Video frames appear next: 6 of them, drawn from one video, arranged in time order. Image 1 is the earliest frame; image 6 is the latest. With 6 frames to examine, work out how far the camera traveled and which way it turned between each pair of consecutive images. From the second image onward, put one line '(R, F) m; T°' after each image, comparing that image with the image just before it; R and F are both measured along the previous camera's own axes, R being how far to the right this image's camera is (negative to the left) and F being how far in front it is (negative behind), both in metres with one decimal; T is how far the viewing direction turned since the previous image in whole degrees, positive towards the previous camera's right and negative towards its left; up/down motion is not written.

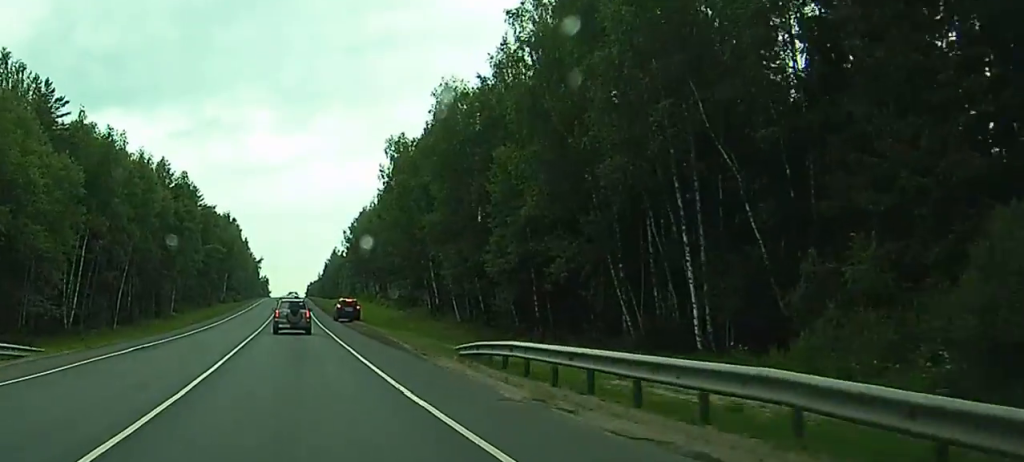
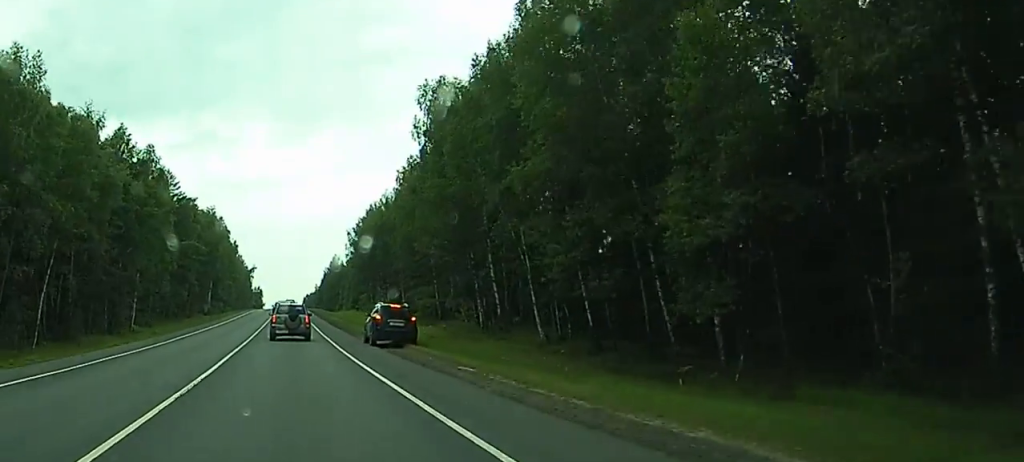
(-0.1, +30.8) m; -1°
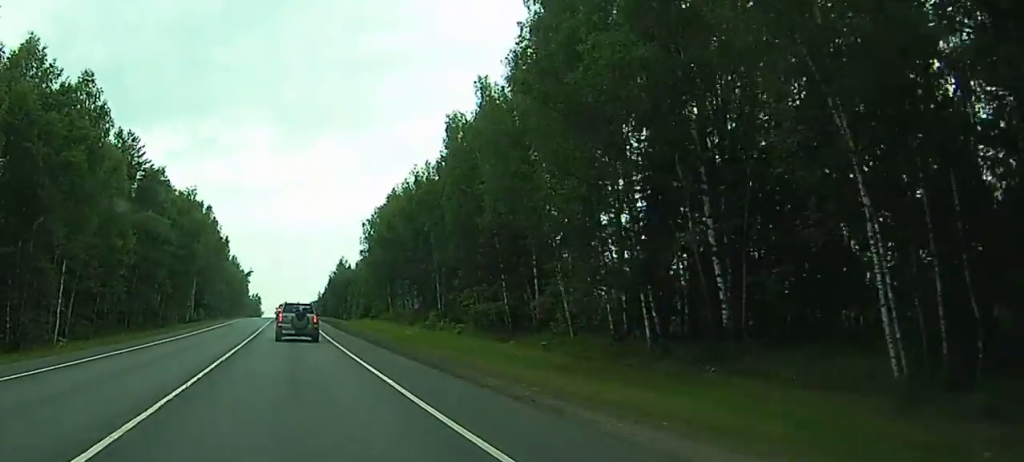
(-0.3, +36.1) m; 0°
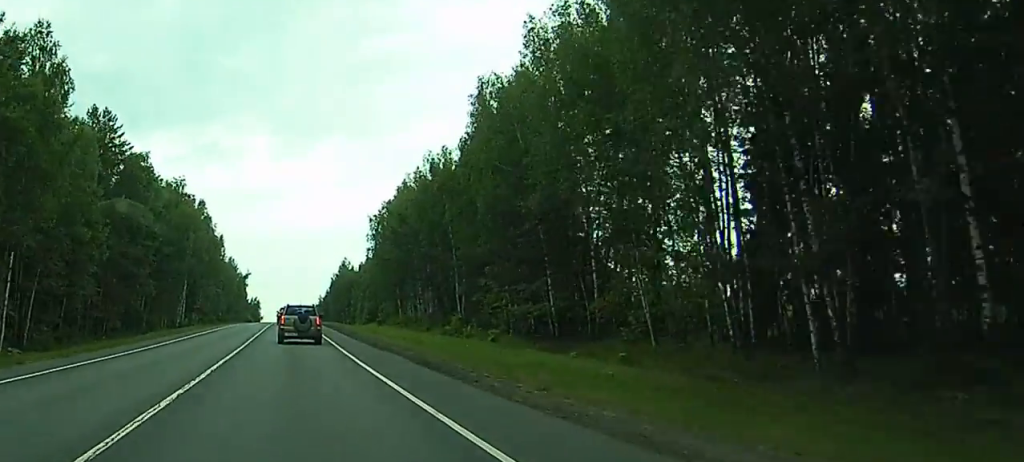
(+0.1, +13.9) m; 0°
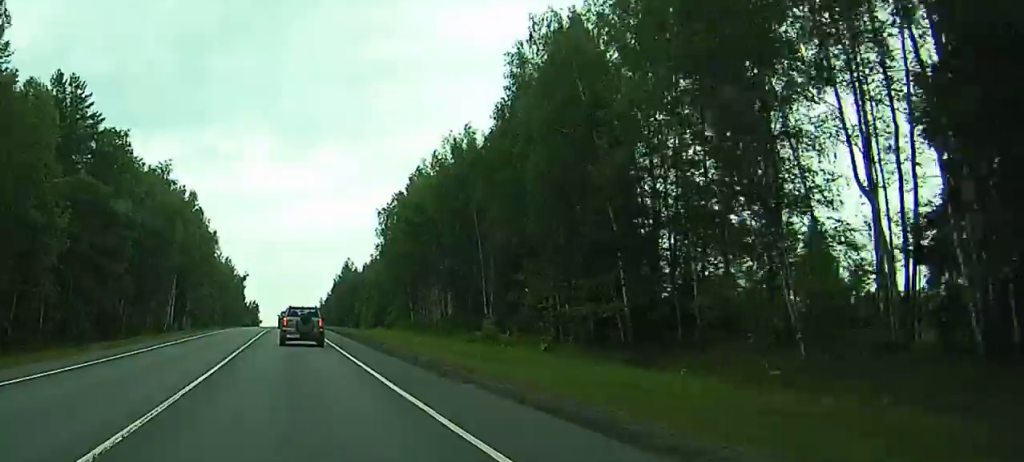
(+0.1, +14.6) m; 0°
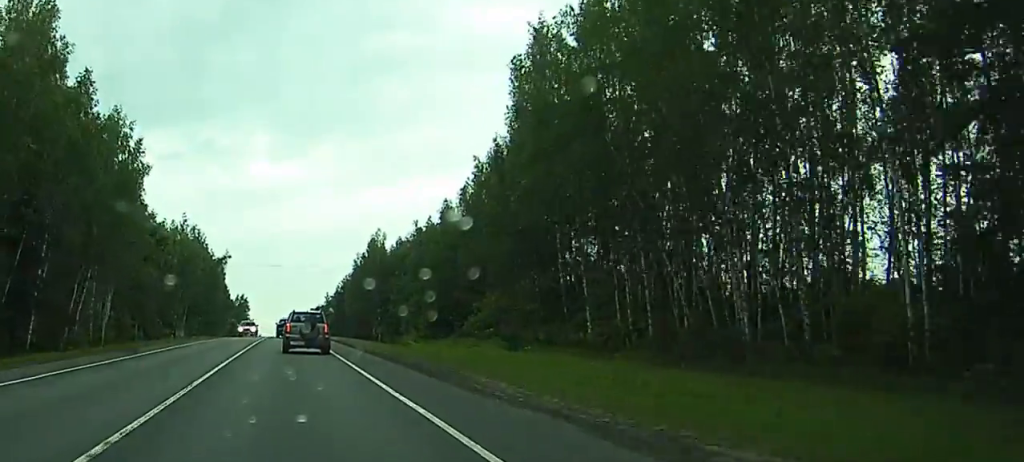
(+1.6, +81.4) m; +4°
